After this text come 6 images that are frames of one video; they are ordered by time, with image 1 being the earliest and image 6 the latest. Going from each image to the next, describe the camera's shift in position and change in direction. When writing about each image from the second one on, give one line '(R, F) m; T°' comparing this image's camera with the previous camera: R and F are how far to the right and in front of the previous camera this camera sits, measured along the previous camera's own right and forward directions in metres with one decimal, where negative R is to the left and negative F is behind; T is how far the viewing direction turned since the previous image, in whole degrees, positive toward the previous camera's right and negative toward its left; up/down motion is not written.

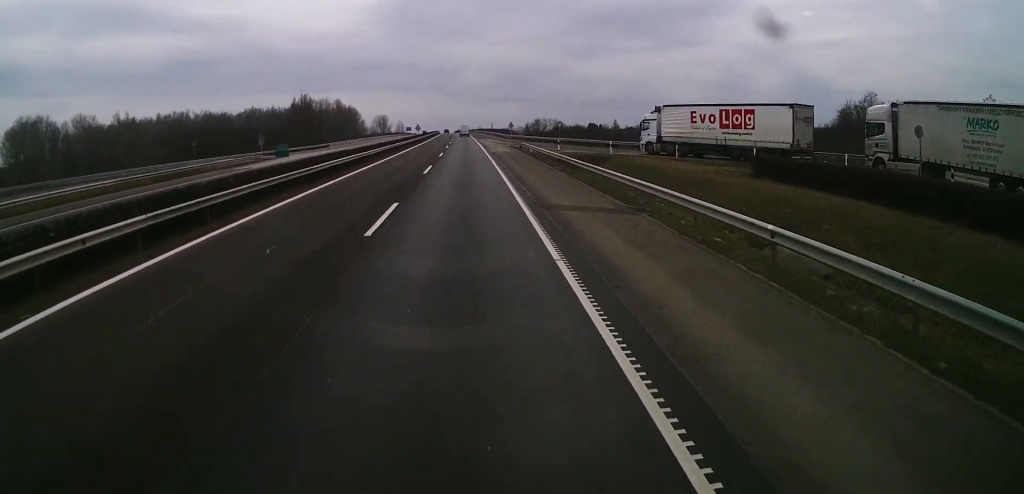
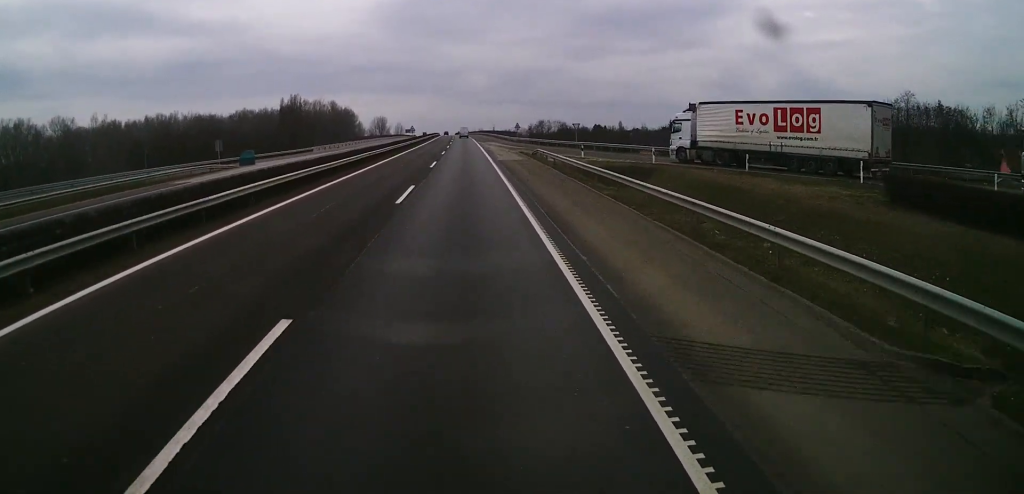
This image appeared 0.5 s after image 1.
(0.0, +12.3) m; 0°
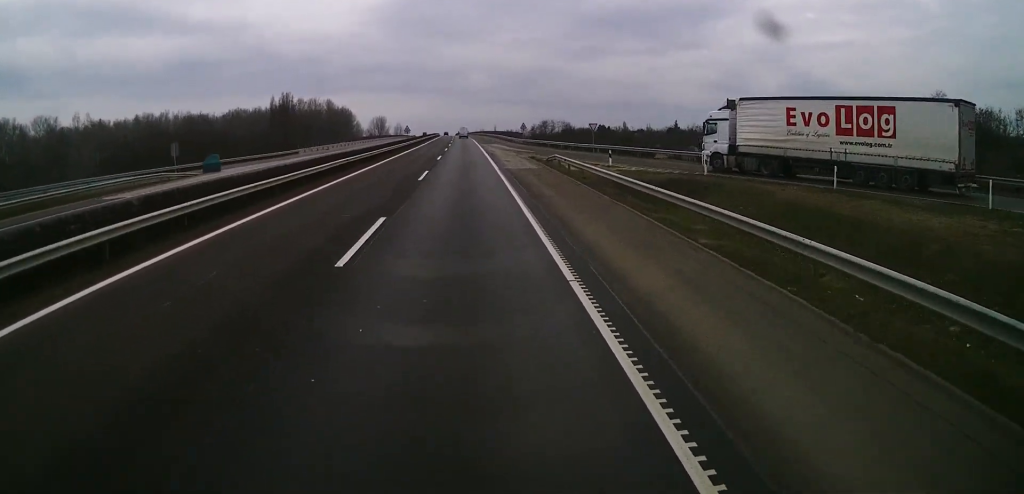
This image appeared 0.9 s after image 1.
(0.0, +9.2) m; 0°
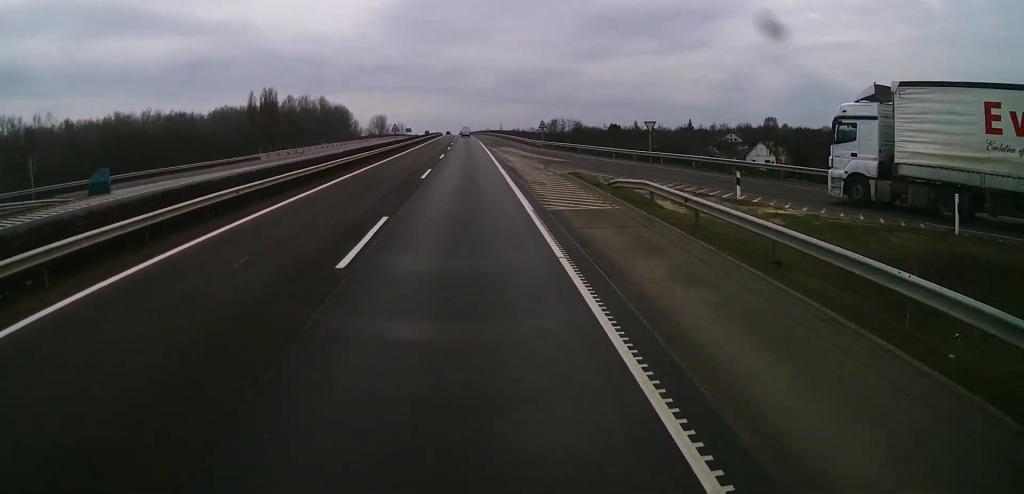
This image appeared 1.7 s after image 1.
(0.0, +18.4) m; 0°
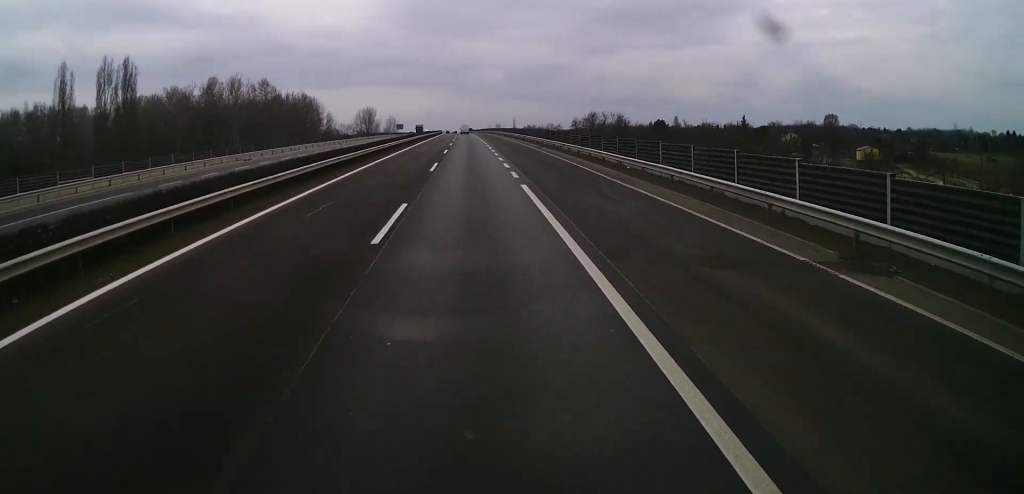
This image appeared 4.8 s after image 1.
(-1.2, +71.4) m; -1°
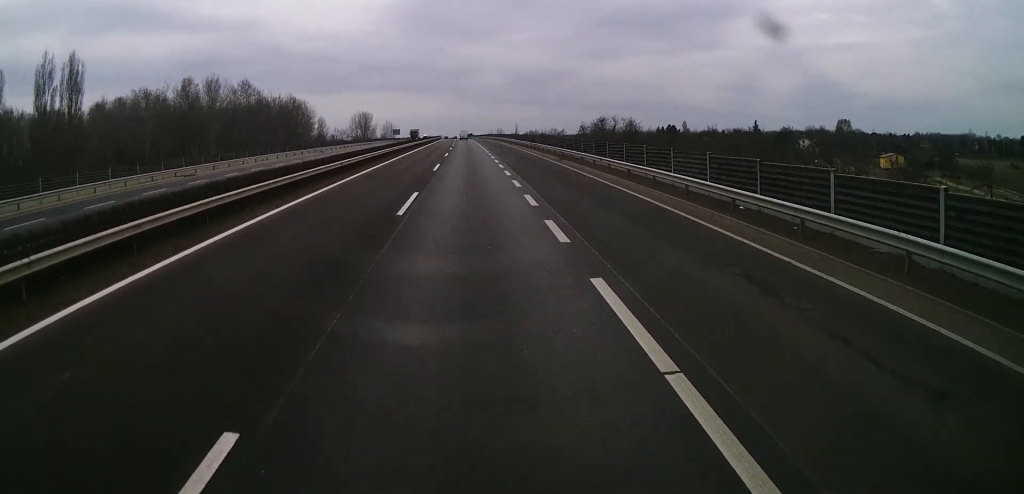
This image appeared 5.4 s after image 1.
(0.0, +13.8) m; 0°
